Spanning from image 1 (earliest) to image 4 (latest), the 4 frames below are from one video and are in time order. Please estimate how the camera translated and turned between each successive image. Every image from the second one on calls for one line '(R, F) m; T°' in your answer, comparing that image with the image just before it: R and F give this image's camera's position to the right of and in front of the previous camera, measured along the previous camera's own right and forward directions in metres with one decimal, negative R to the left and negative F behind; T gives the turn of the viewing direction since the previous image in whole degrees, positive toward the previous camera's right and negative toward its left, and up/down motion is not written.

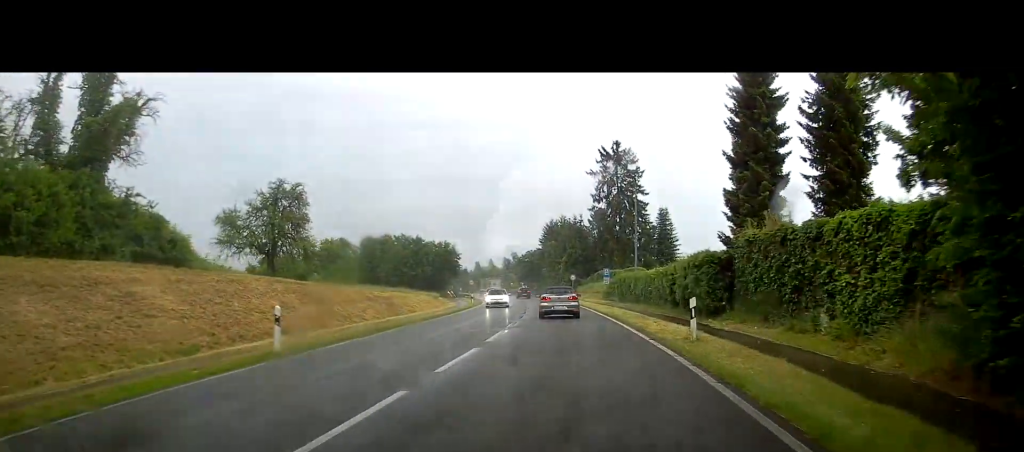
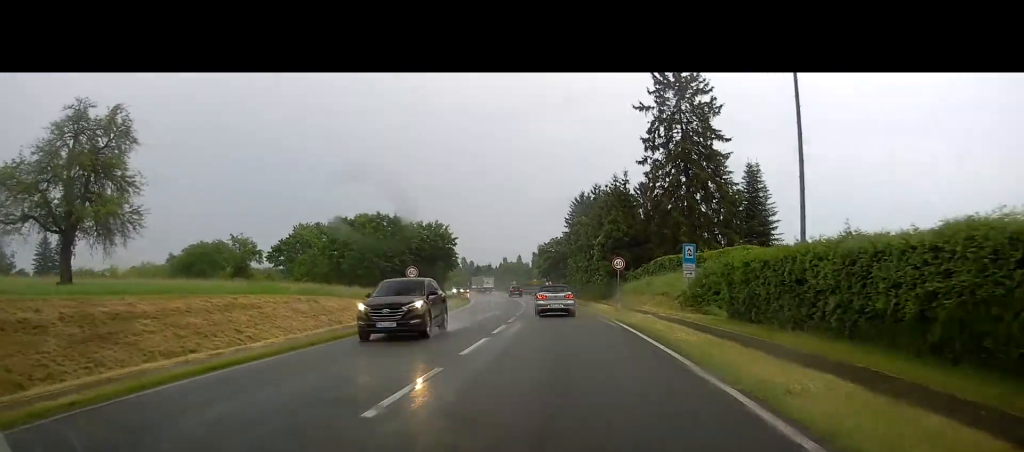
(-1.4, +32.6) m; -5°
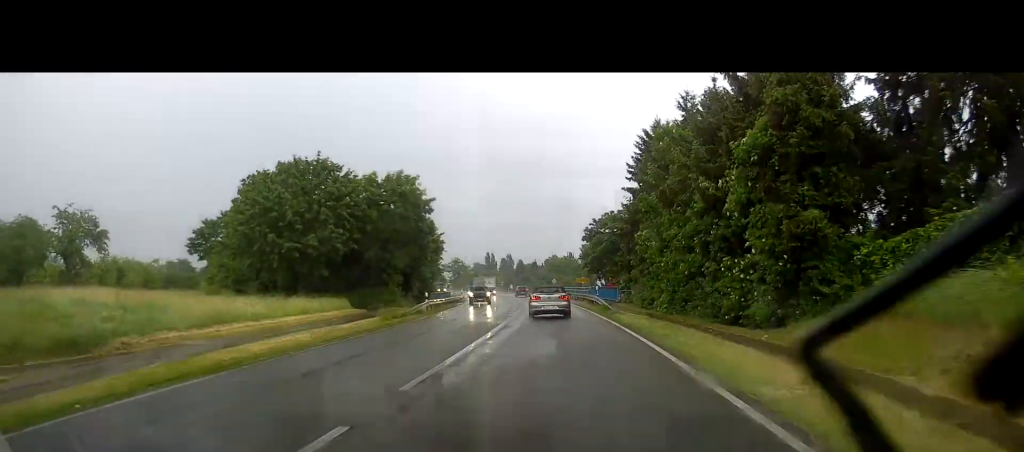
(-0.8, +40.2) m; -3°
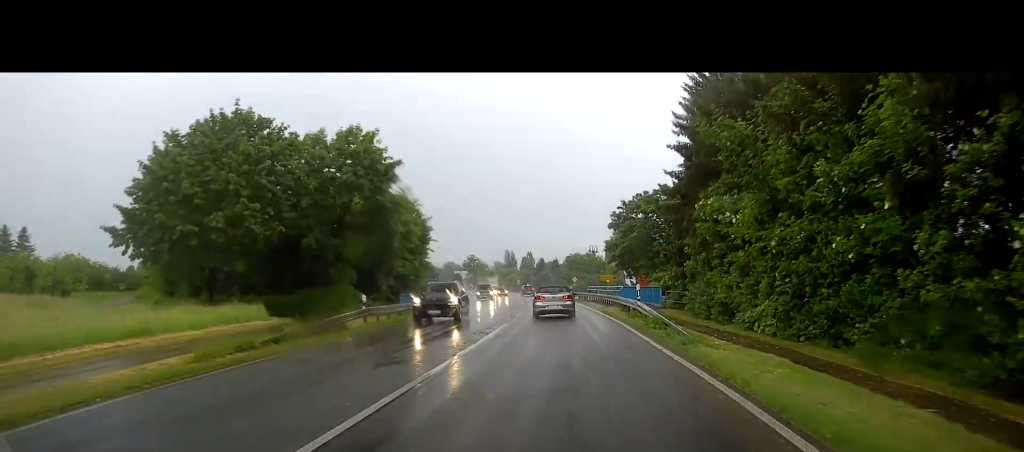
(-0.3, +15.4) m; -1°
